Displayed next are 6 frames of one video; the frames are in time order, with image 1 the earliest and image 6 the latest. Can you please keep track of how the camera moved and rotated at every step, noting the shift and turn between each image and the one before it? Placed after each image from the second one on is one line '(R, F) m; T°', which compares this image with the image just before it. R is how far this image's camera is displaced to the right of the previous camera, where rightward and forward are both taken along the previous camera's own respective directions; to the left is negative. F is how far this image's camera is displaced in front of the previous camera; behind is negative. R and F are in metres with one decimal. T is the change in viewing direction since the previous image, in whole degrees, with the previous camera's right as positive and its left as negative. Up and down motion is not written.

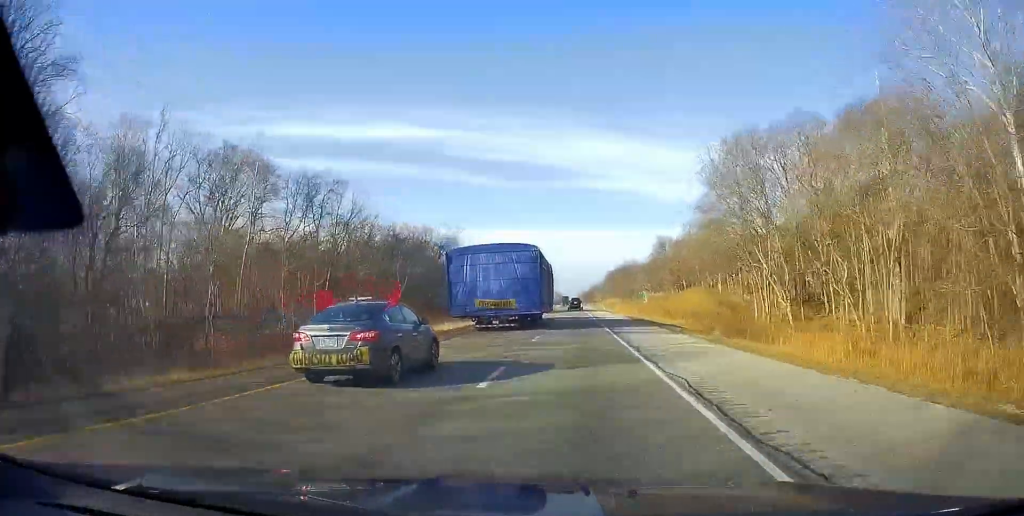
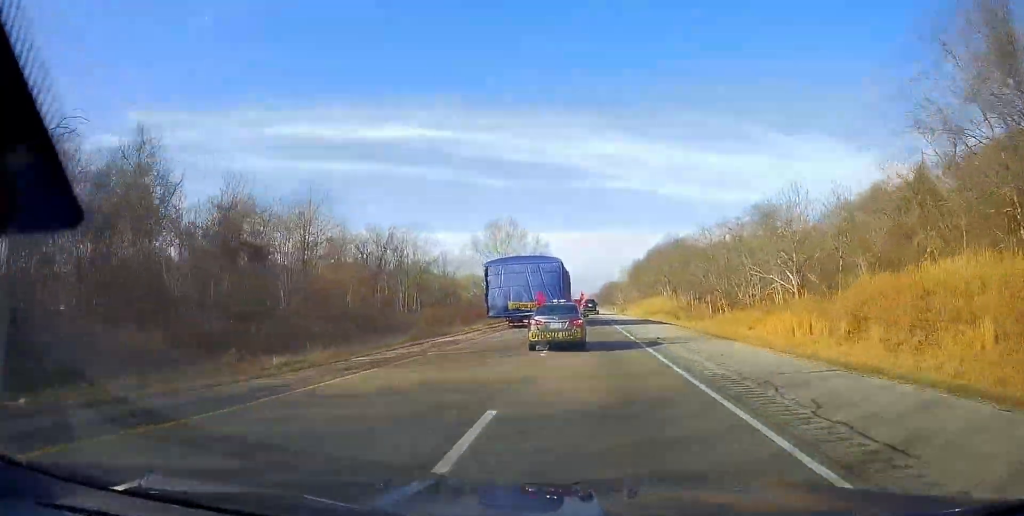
(-0.3, +115.0) m; -1°
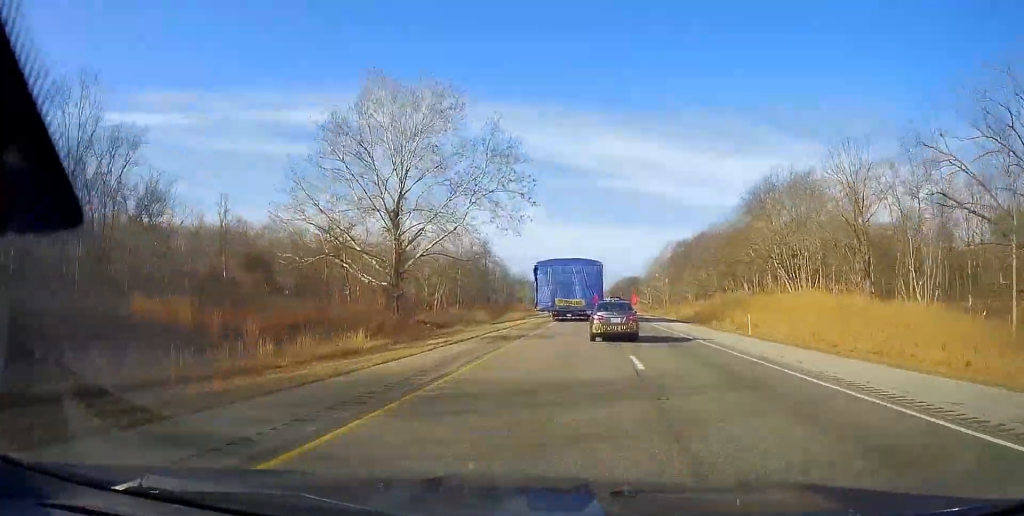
(-1.1, +89.8) m; 0°
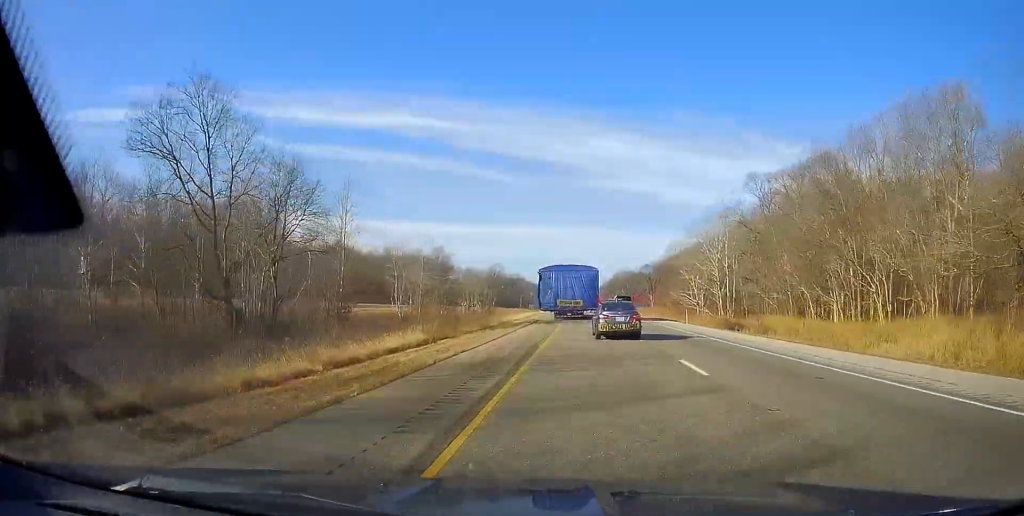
(+1.0, +98.6) m; +1°
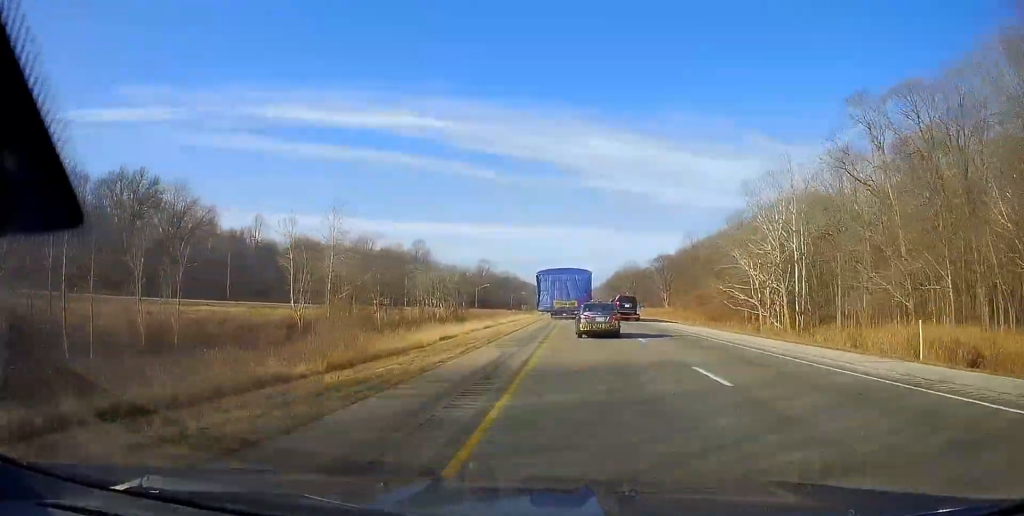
(+0.3, +38.6) m; 0°
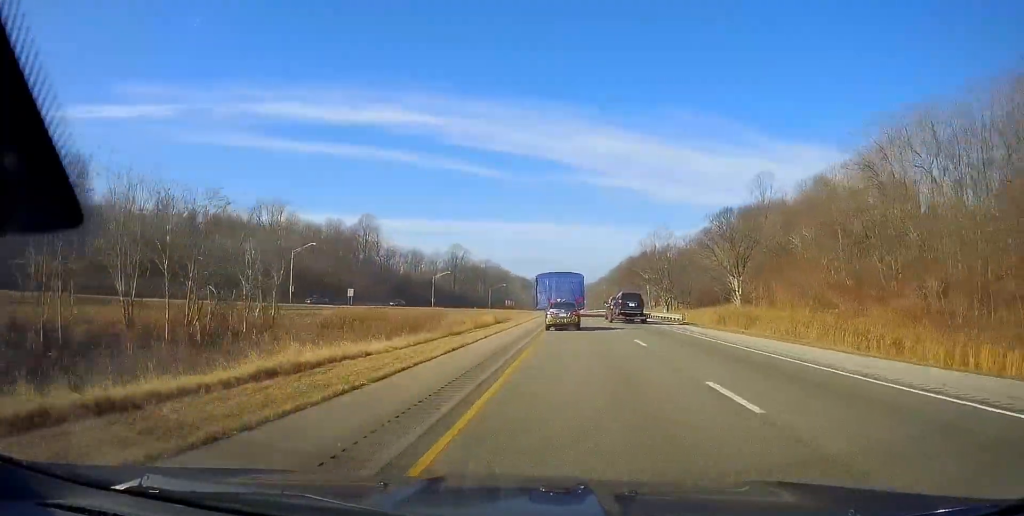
(-0.4, +76.6) m; 0°
